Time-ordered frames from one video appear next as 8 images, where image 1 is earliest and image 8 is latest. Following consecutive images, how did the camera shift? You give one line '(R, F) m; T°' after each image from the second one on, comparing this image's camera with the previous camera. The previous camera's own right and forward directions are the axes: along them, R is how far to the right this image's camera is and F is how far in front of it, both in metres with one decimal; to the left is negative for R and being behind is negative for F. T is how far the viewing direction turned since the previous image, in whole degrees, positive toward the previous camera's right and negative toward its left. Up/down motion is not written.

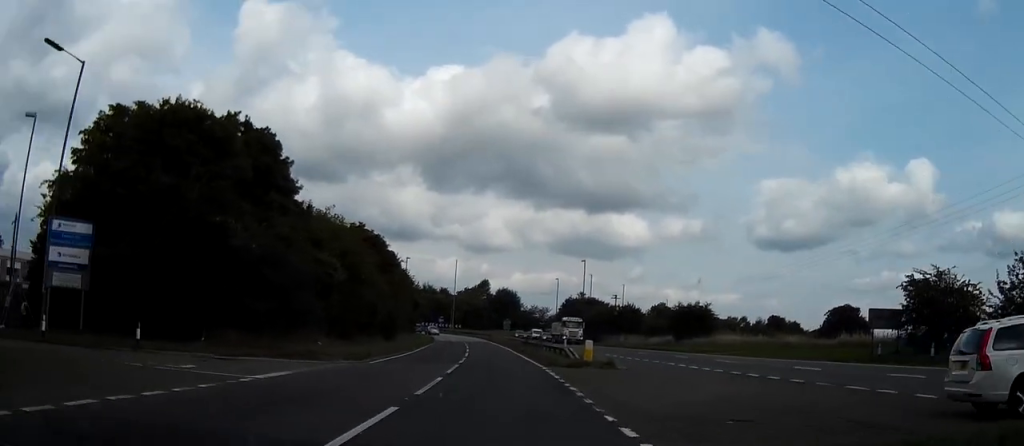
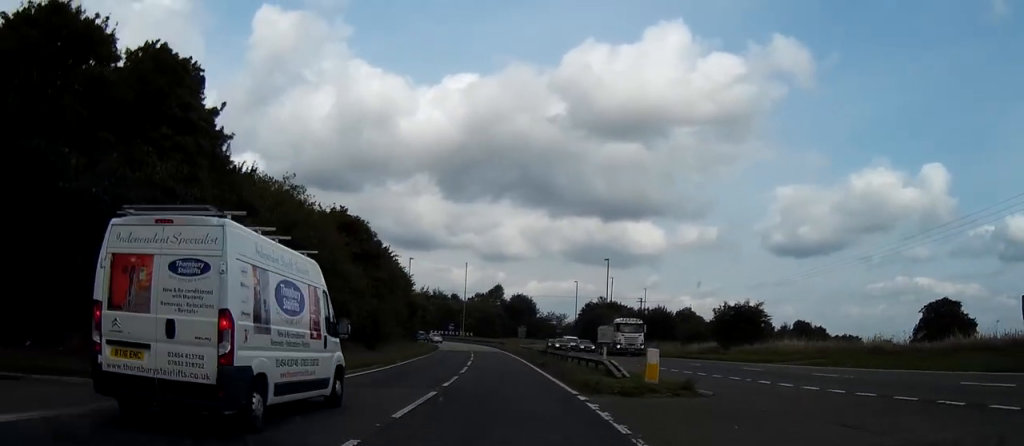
(0.0, +13.3) m; +1°
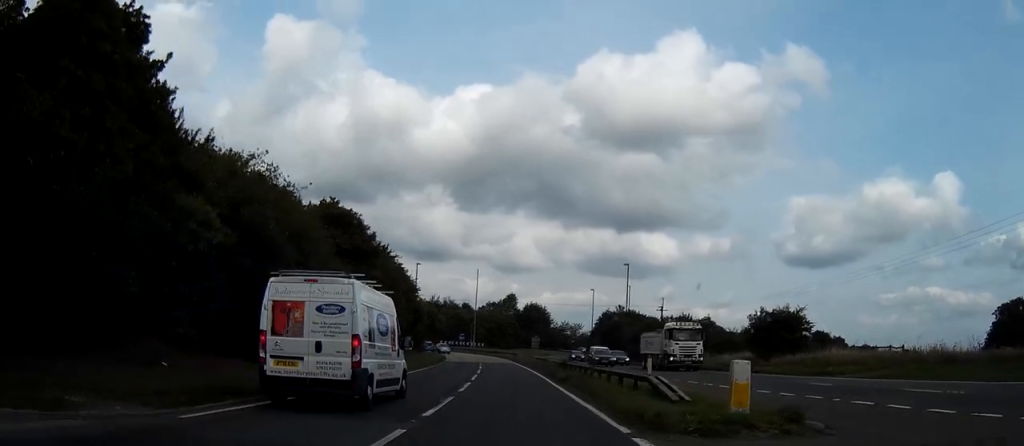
(0.0, +6.7) m; 0°
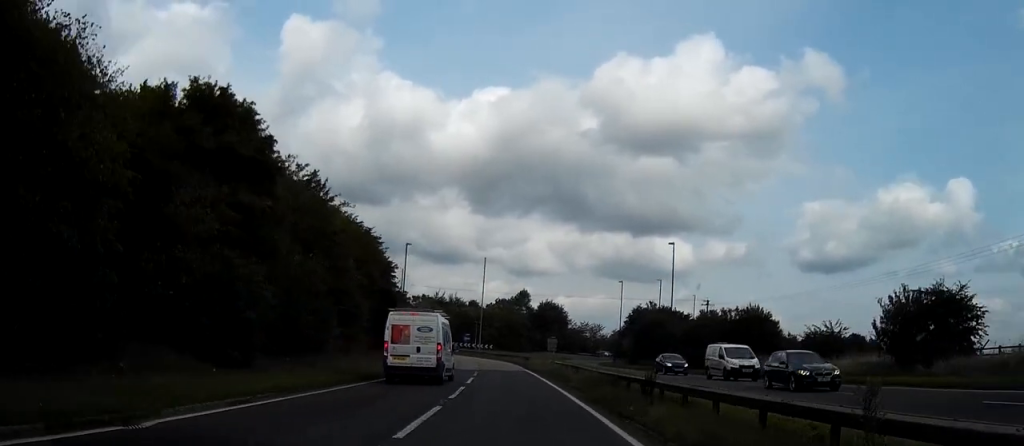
(+0.1, +20.1) m; -5°
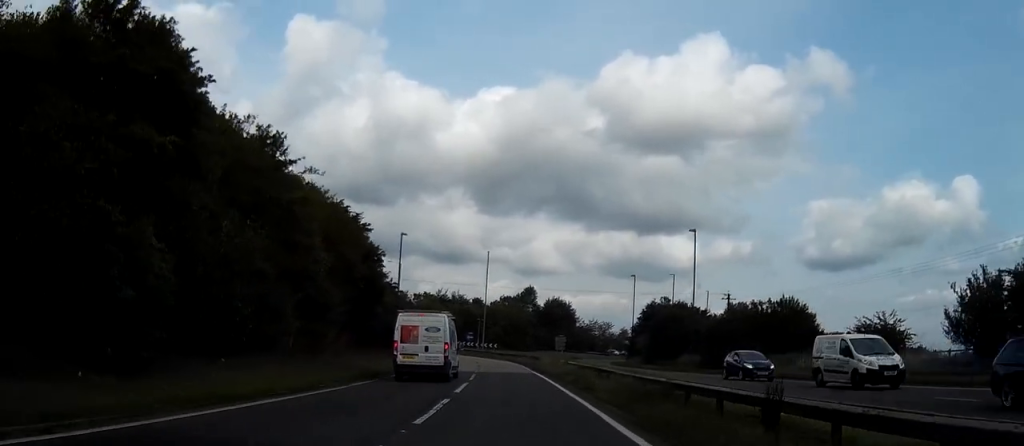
(-0.5, +6.8) m; -2°
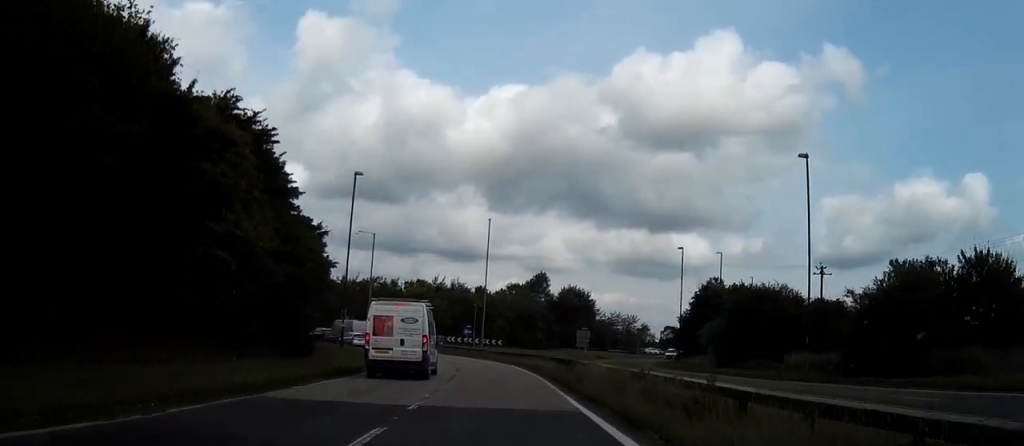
(-0.1, +25.4) m; +1°
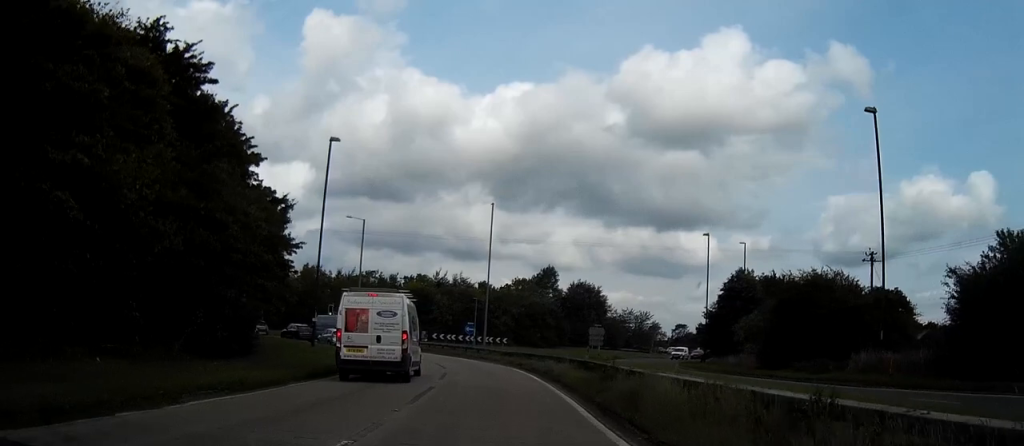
(+0.1, +8.8) m; 0°
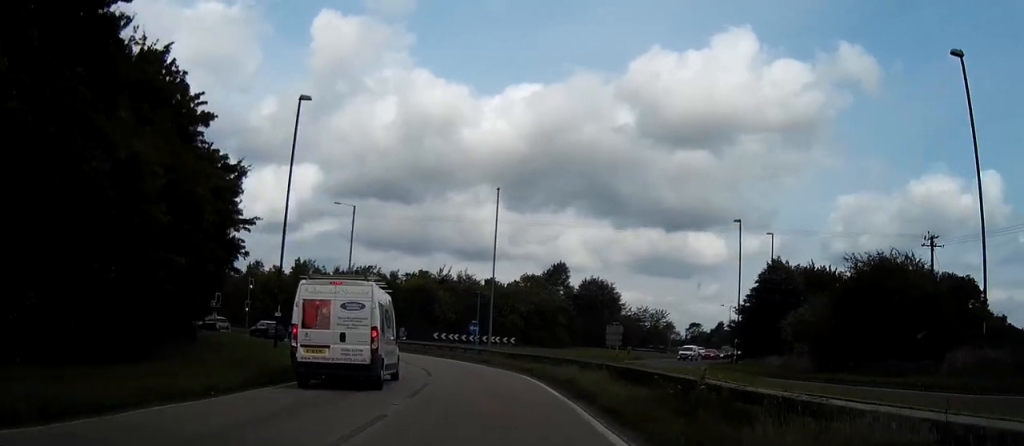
(-0.2, +8.2) m; -1°
